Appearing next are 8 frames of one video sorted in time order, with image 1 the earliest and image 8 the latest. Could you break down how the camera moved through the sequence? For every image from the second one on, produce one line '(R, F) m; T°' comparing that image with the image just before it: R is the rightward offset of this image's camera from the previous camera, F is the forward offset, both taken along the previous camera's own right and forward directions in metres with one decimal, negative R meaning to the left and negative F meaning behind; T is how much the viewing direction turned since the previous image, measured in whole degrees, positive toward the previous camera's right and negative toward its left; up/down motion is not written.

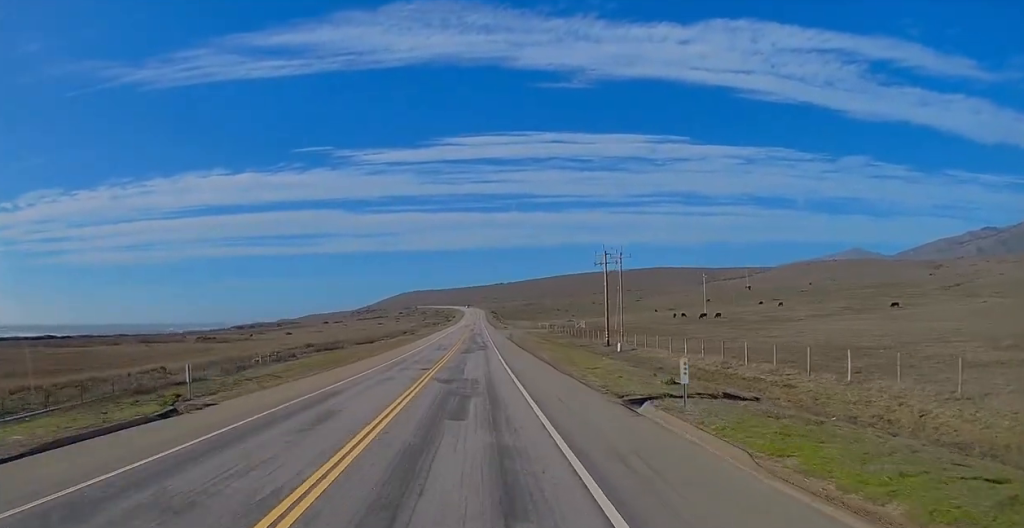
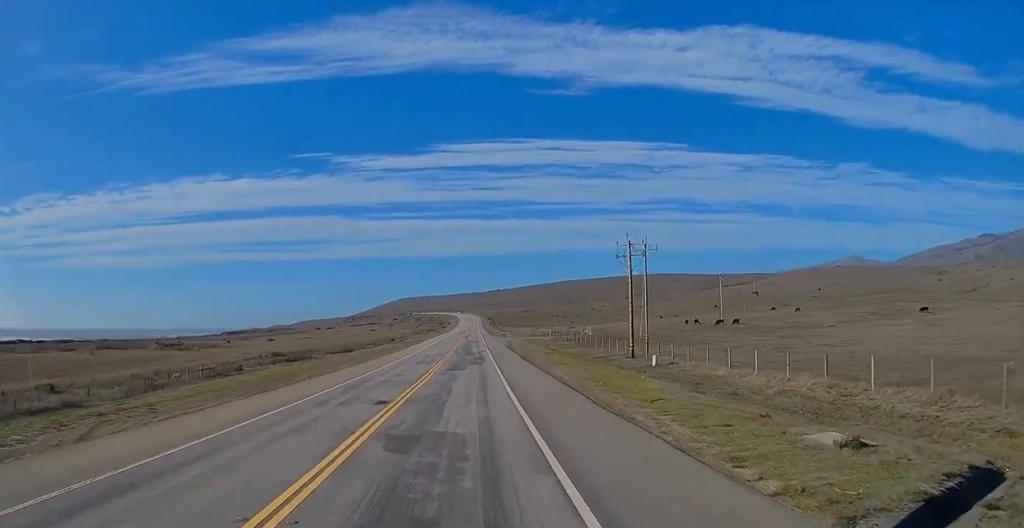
(0.0, +13.1) m; 0°
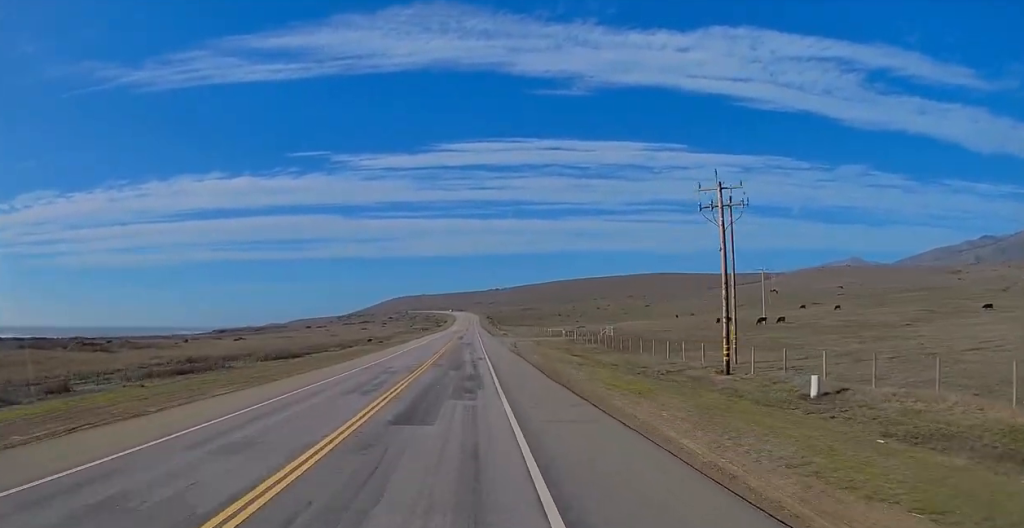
(0.0, +23.3) m; 0°
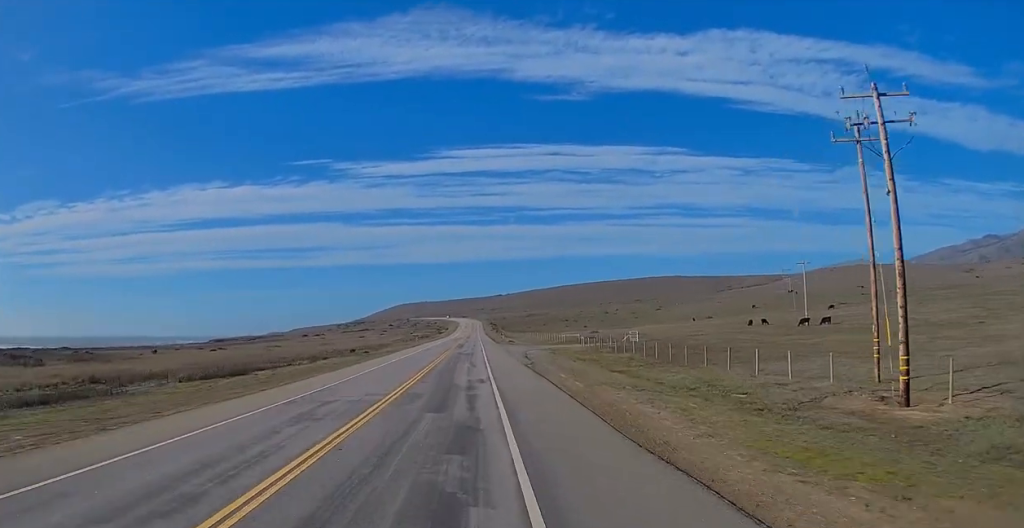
(0.0, +15.9) m; 0°
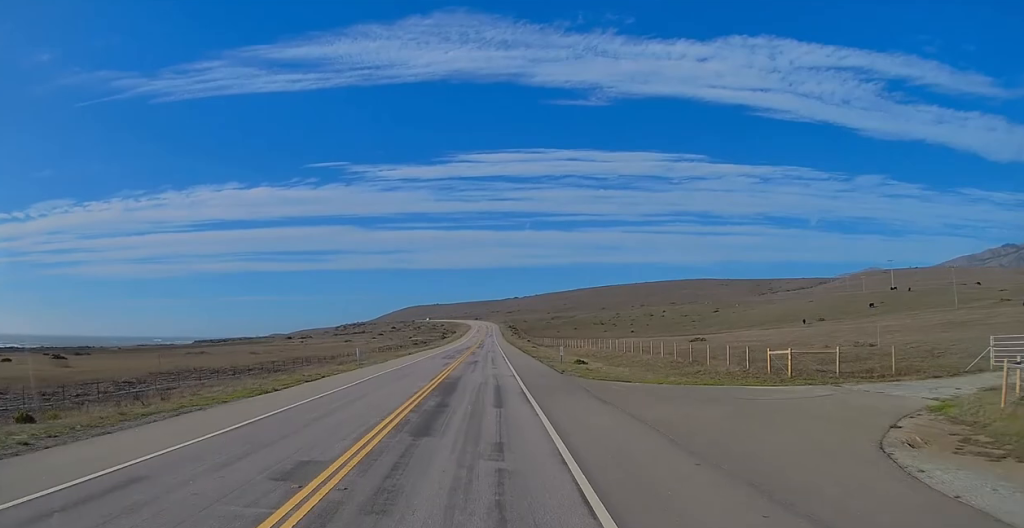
(-1.6, +68.6) m; -2°
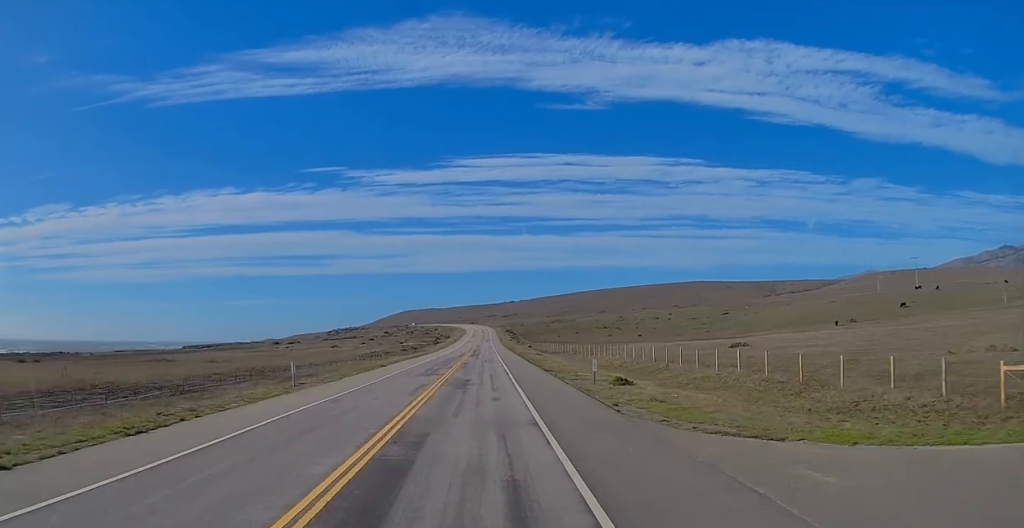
(+0.6, +17.5) m; +1°
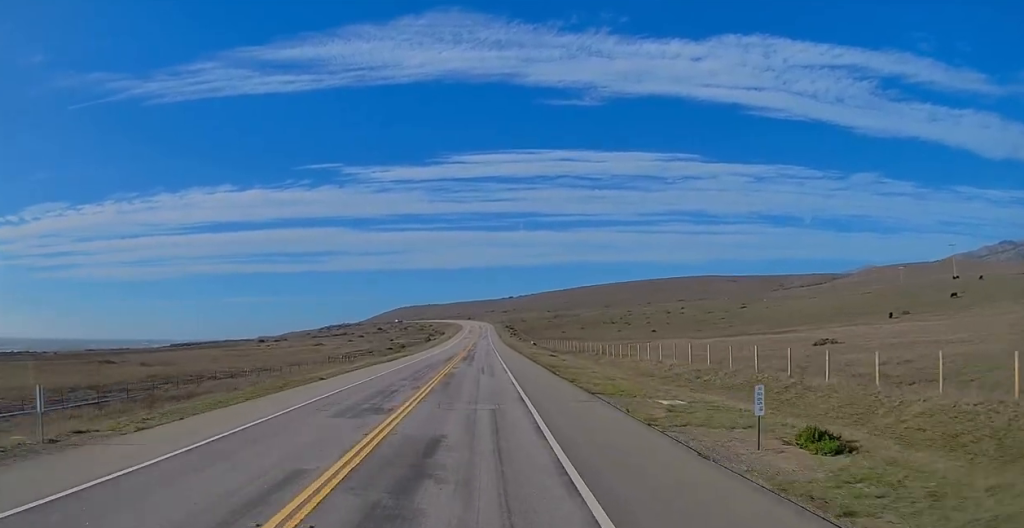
(+0.2, +21.6) m; 0°
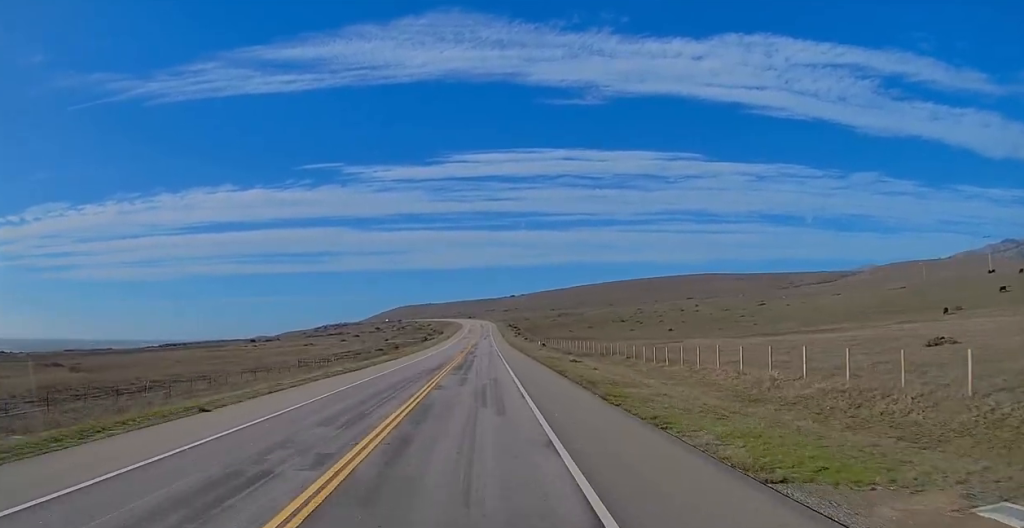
(0.0, +16.4) m; -1°
